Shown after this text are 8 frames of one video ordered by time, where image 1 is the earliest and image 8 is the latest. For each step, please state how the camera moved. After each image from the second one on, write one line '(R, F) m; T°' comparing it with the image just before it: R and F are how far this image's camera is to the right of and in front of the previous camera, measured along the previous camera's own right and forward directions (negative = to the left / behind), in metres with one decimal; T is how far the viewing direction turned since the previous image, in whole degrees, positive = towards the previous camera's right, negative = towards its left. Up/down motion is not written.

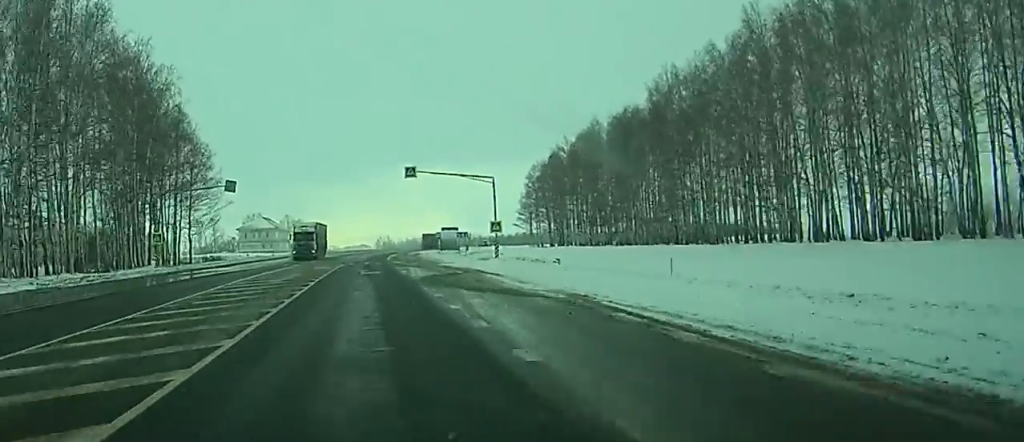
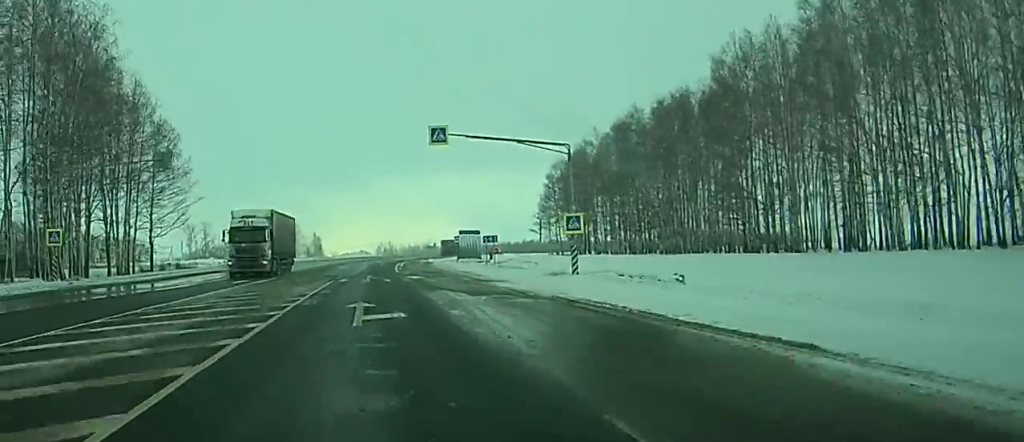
(+0.1, +24.2) m; 0°
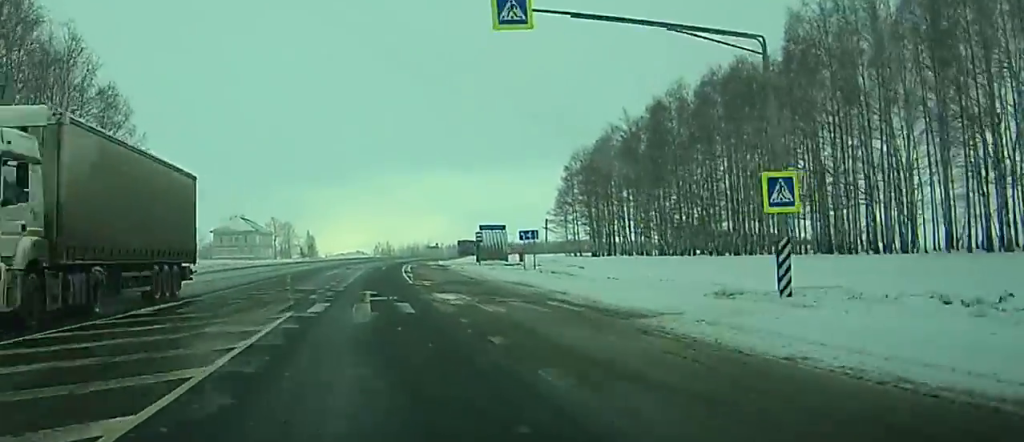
(+0.1, +21.4) m; 0°
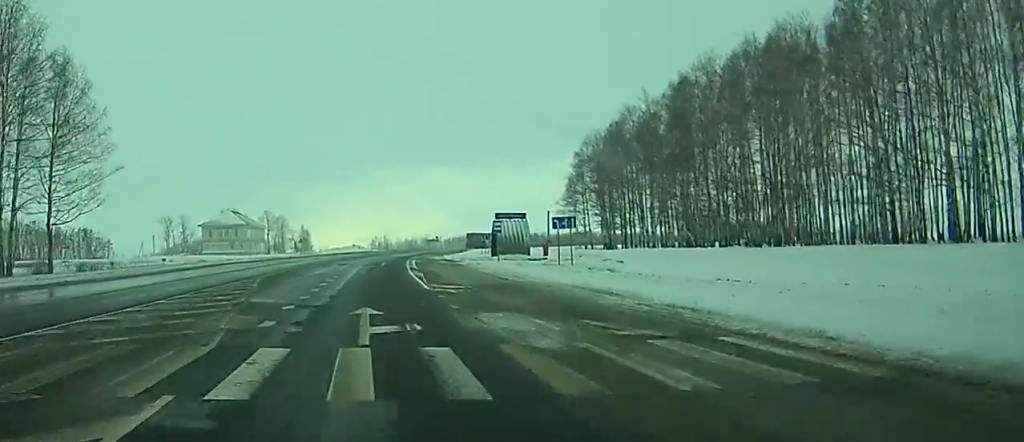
(0.0, +12.4) m; 0°
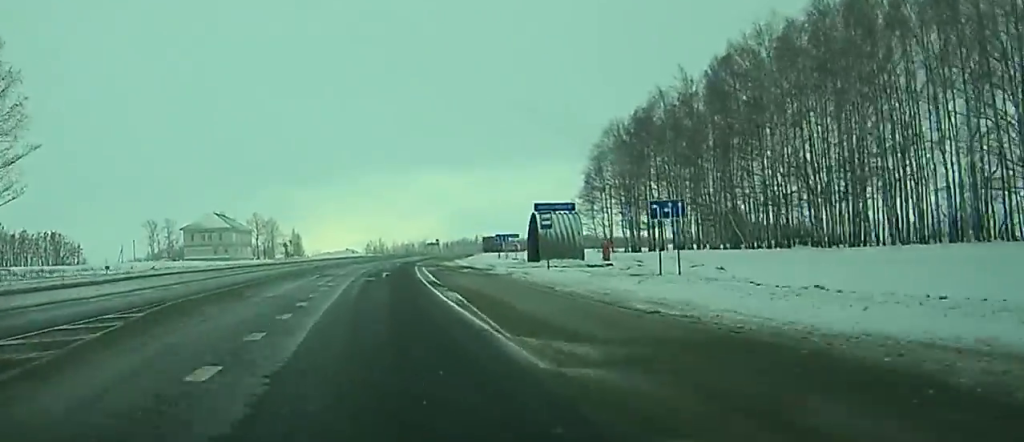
(0.0, +18.5) m; 0°
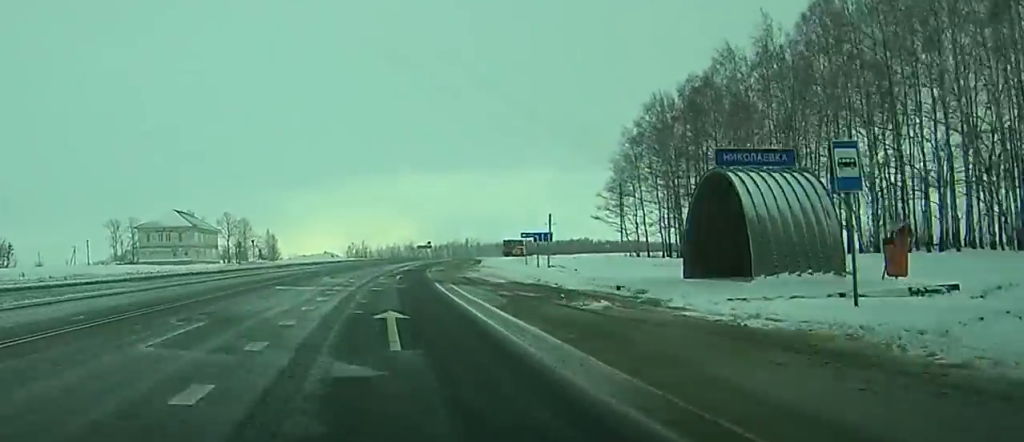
(+0.1, +29.7) m; 0°
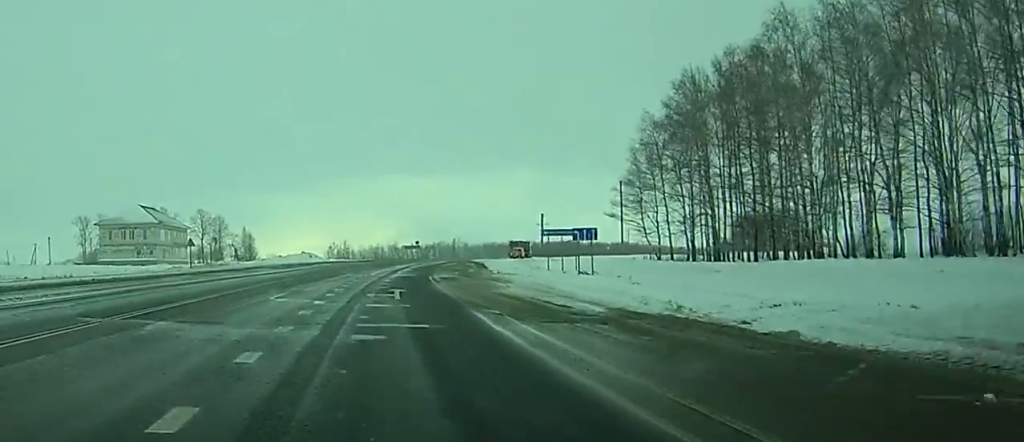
(+0.1, +17.3) m; +1°
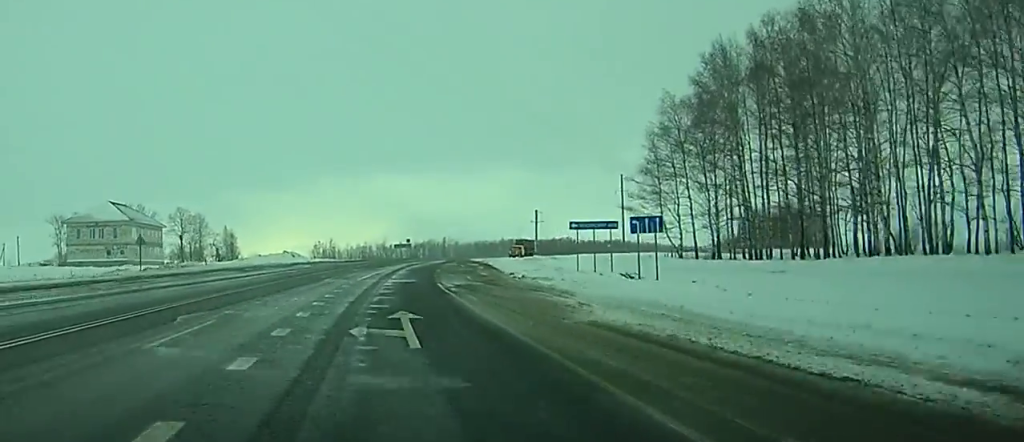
(0.0, +12.9) m; +1°
